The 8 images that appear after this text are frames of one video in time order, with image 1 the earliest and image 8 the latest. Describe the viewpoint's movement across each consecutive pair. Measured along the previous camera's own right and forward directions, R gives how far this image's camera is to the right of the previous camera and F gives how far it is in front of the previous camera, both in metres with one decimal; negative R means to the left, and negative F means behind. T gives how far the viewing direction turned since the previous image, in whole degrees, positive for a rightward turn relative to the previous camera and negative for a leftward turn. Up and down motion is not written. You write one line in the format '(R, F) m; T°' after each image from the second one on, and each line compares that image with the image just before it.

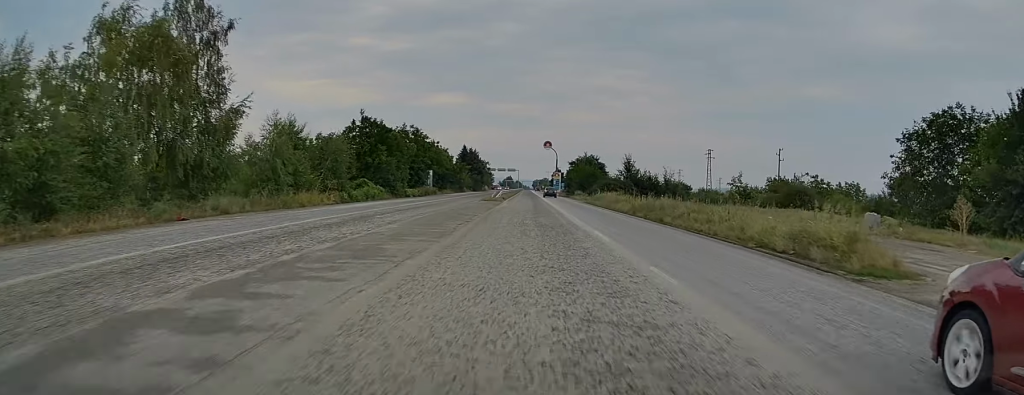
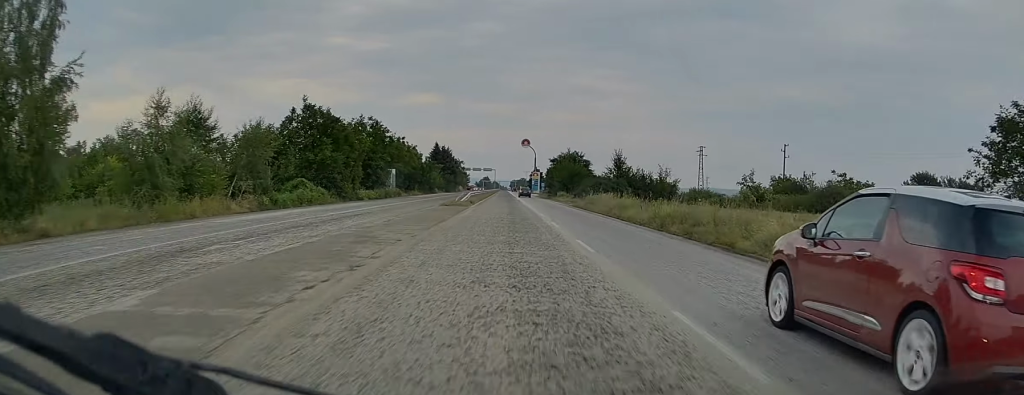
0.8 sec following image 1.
(-0.1, +12.7) m; +1°
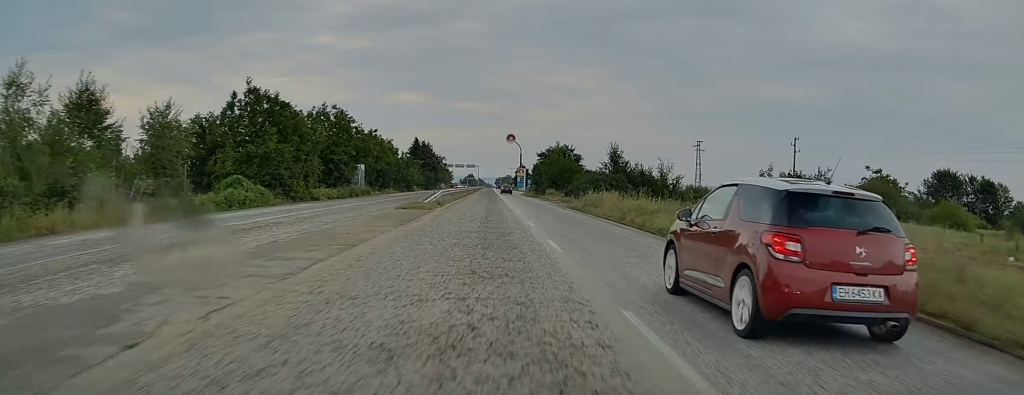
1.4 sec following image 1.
(+0.2, +10.0) m; +1°
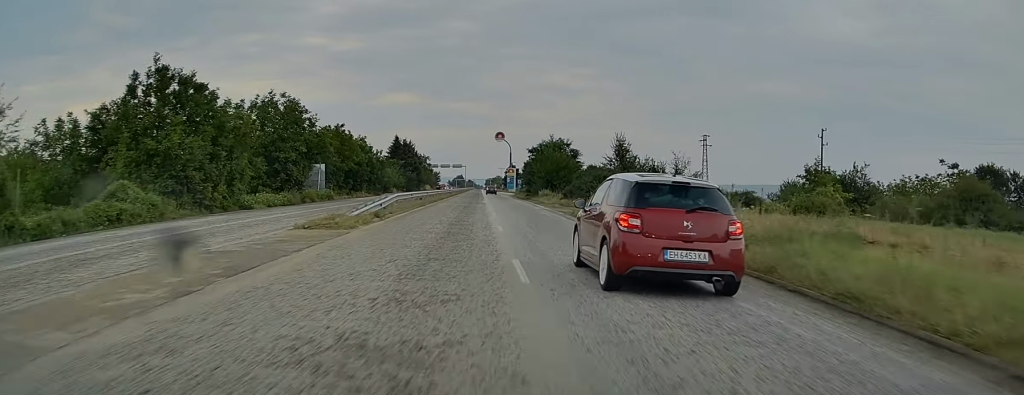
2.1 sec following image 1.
(+0.1, +12.8) m; +1°
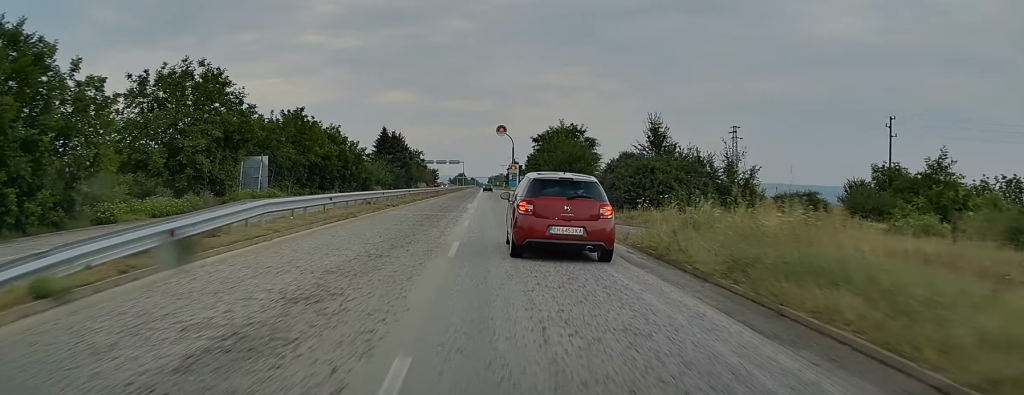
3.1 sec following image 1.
(+0.3, +16.8) m; +1°
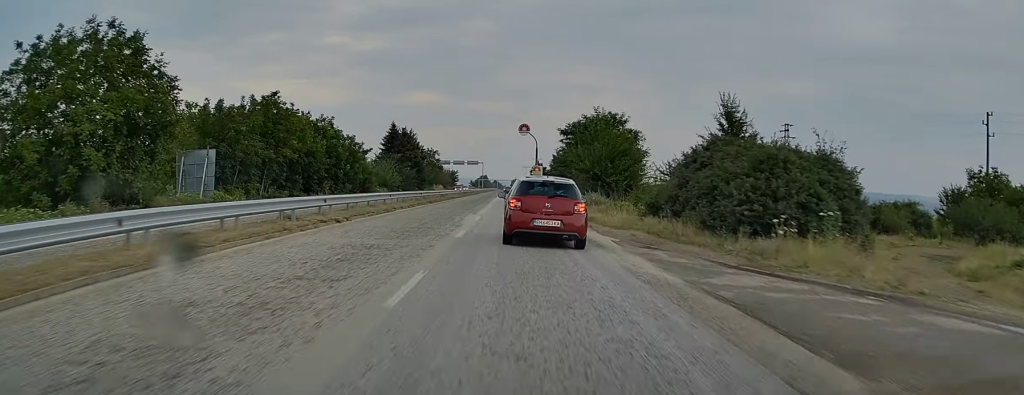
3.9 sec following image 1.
(0.0, +13.5) m; -1°
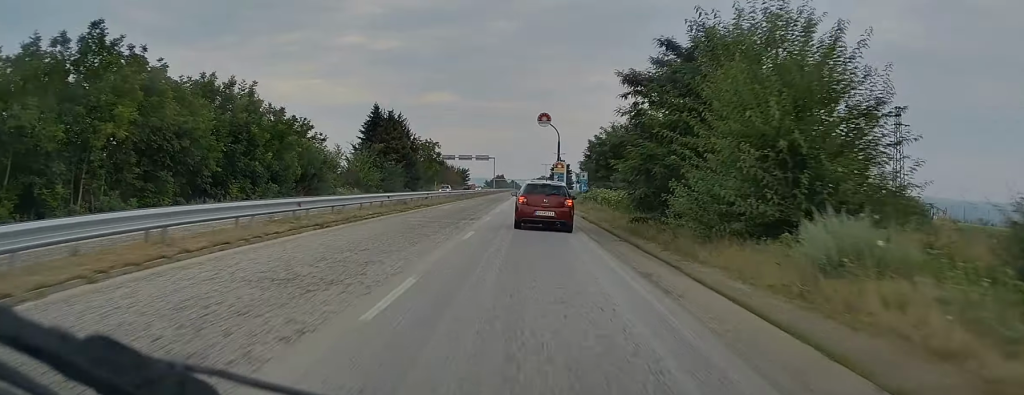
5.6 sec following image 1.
(-0.5, +27.5) m; -1°
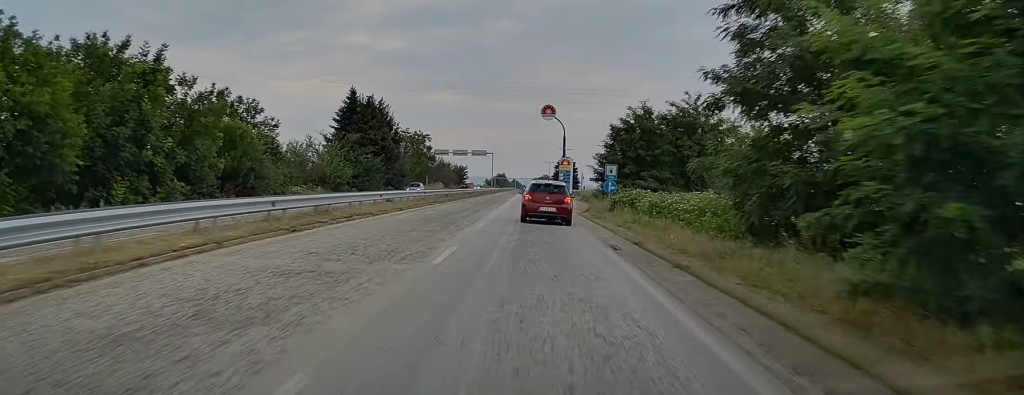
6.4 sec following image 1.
(0.0, +14.0) m; -1°
